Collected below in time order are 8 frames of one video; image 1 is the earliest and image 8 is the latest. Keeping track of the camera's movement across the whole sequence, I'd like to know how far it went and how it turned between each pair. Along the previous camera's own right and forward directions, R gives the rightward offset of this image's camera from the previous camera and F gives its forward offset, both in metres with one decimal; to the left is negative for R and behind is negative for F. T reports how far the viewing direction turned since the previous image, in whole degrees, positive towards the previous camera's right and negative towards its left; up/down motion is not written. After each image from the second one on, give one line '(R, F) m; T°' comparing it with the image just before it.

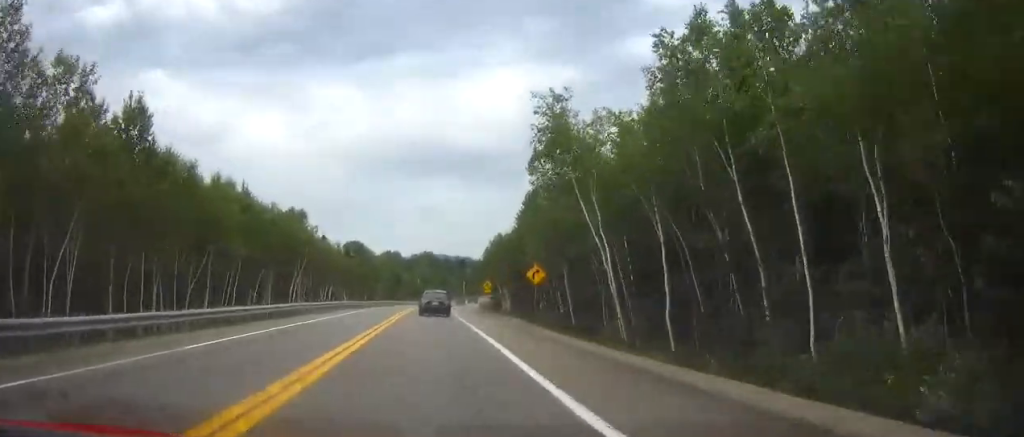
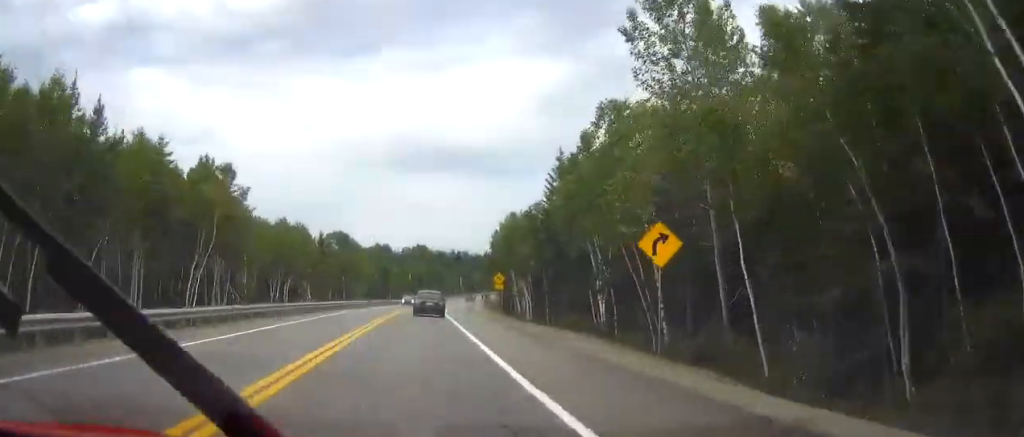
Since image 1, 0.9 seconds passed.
(0.0, +23.9) m; 0°
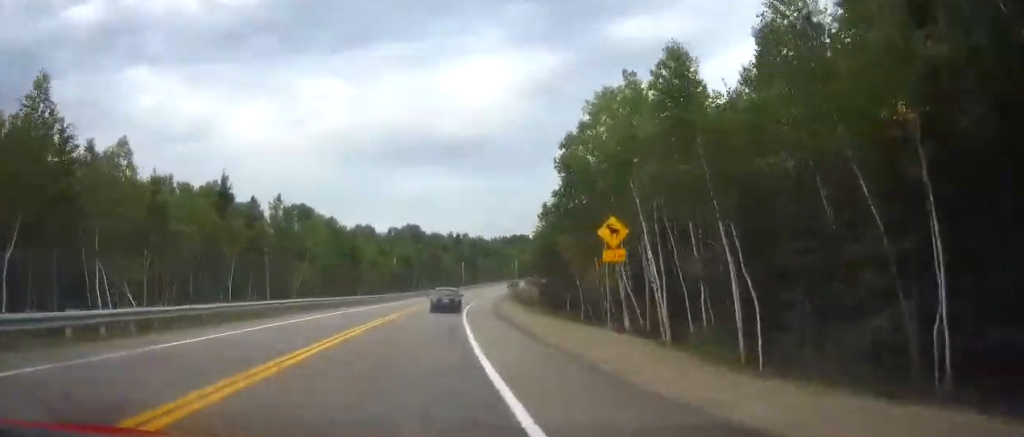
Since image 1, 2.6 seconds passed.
(+0.2, +47.5) m; +1°
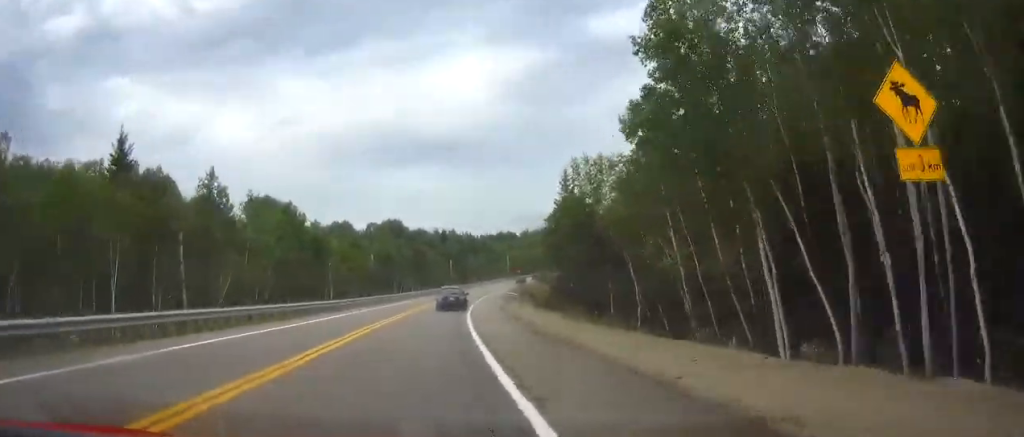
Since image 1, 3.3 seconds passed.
(0.0, +18.2) m; +1°
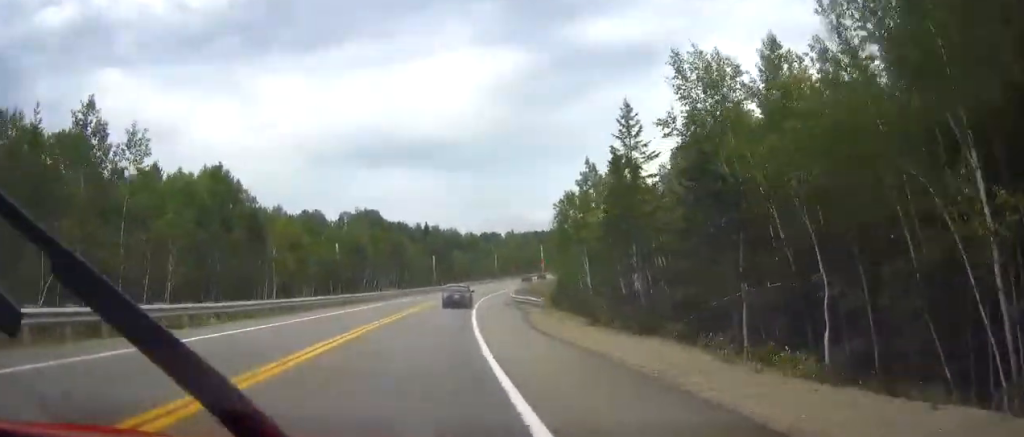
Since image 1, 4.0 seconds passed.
(+0.2, +20.0) m; +2°
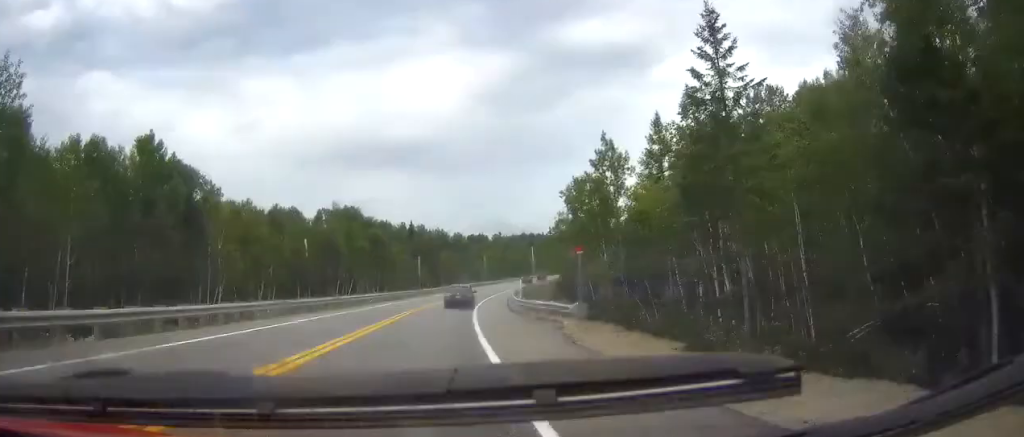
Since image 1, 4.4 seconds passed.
(+0.1, +11.8) m; +1°
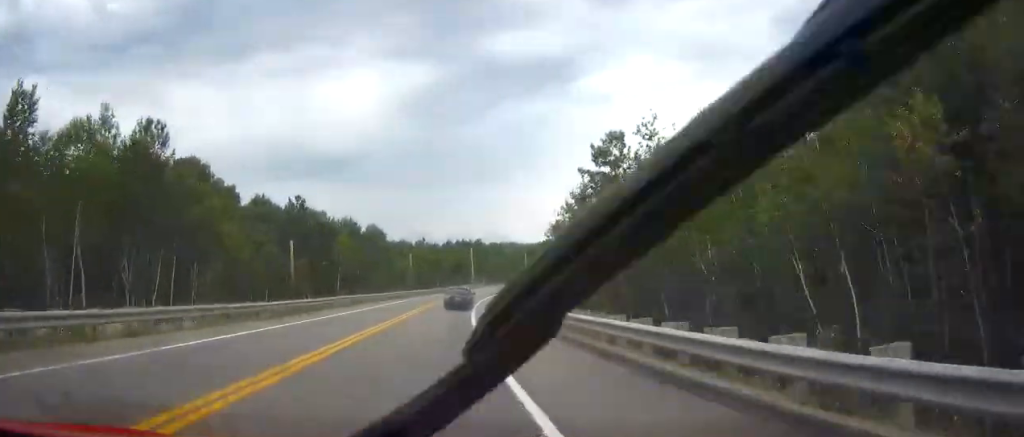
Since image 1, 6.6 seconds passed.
(+3.5, +60.2) m; +6°
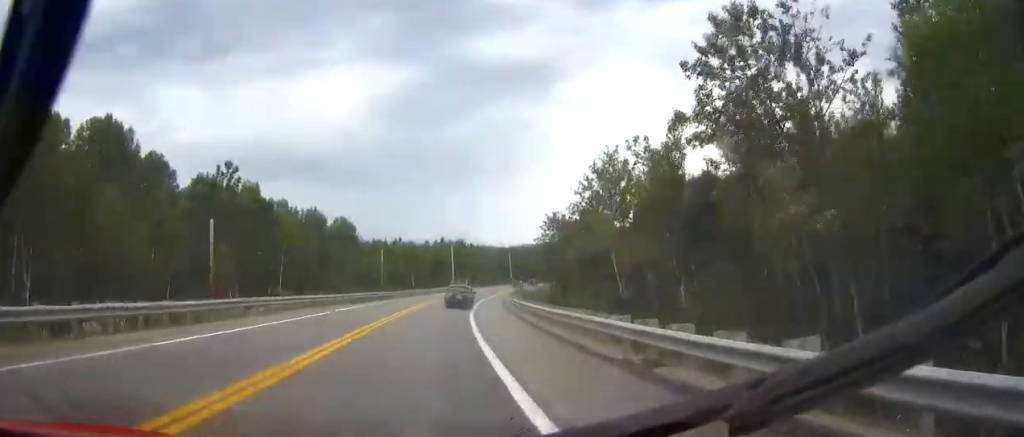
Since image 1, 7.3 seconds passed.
(0.0, +19.4) m; +2°
